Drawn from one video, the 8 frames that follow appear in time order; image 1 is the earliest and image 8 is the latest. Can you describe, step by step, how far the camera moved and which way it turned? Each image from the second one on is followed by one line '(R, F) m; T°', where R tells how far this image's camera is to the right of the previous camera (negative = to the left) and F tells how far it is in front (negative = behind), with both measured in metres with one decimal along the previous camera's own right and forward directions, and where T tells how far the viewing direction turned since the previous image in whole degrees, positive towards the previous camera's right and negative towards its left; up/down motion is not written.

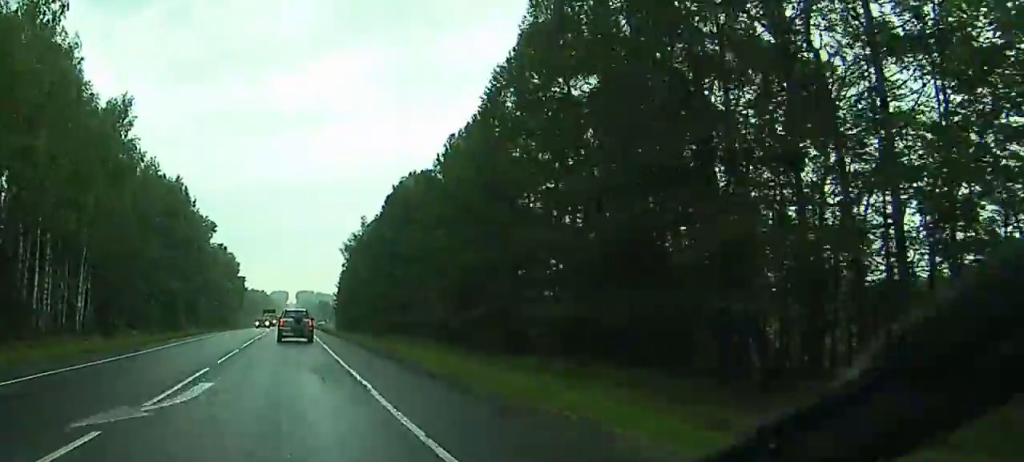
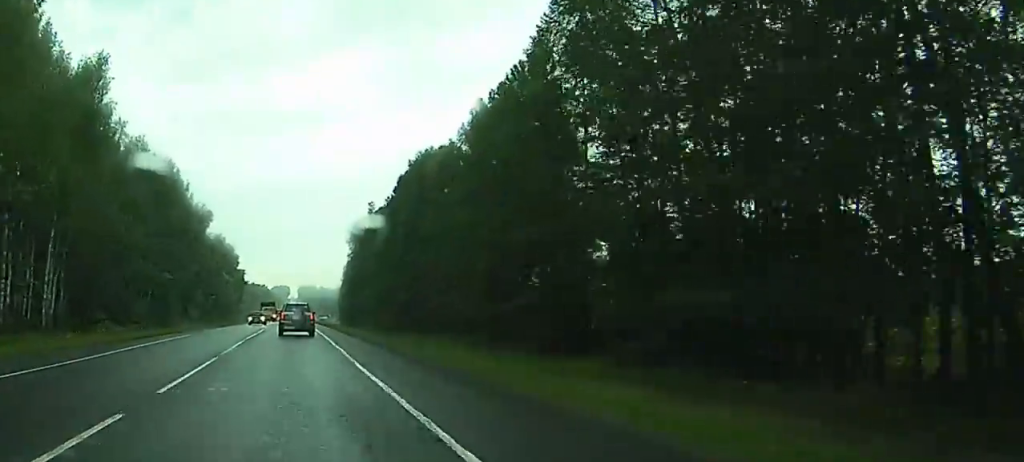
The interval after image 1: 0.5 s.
(+0.1, +11.3) m; +1°
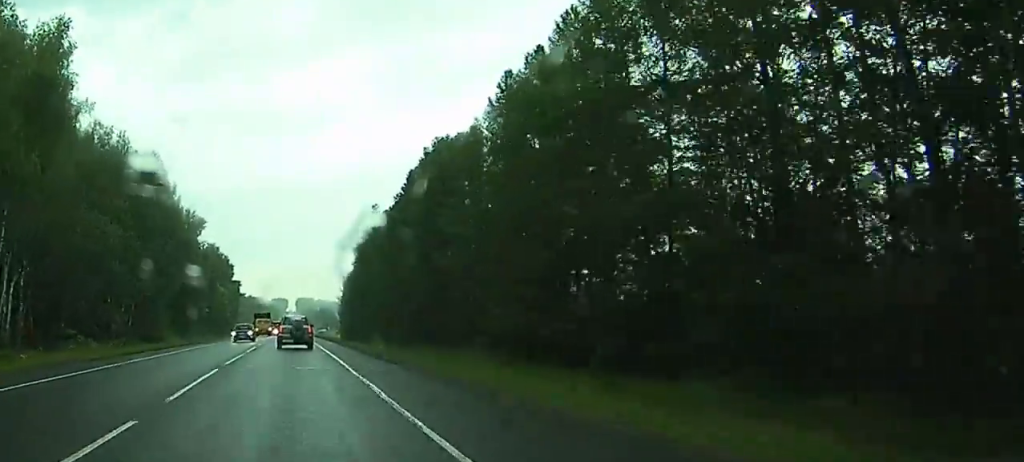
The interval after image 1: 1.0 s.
(+0.1, +11.4) m; 0°
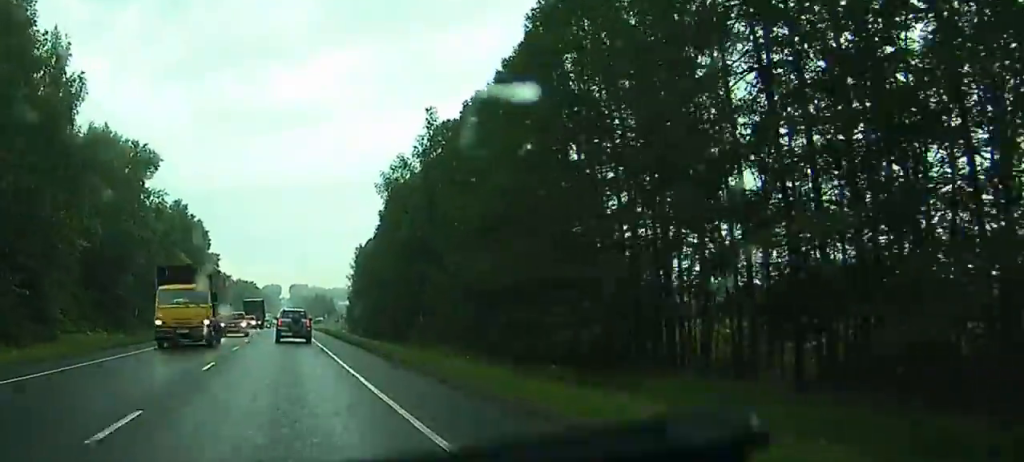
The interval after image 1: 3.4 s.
(-0.9, +55.4) m; -1°
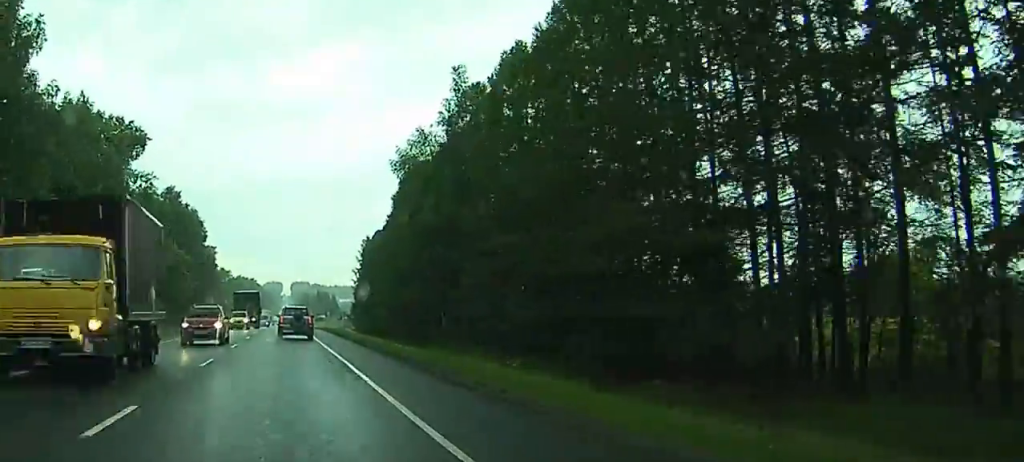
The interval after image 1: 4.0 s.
(+0.1, +12.0) m; 0°
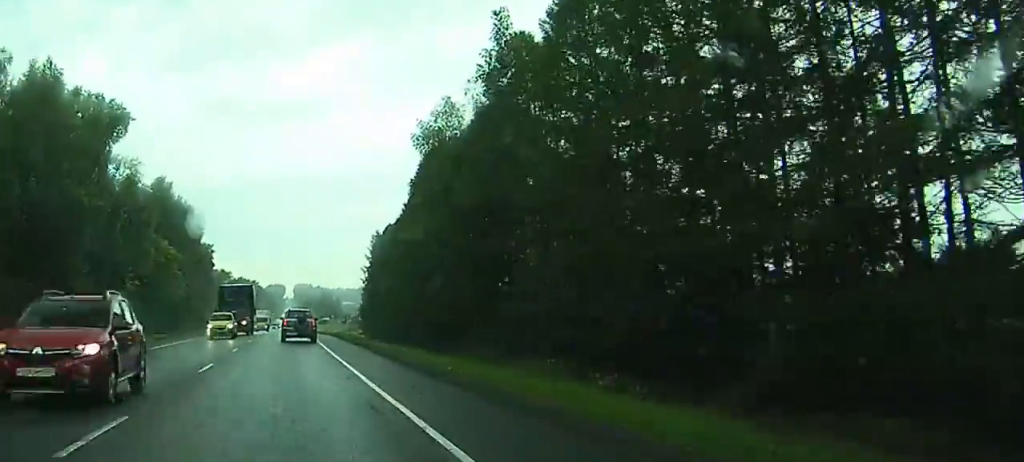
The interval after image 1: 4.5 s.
(0.0, +12.8) m; 0°
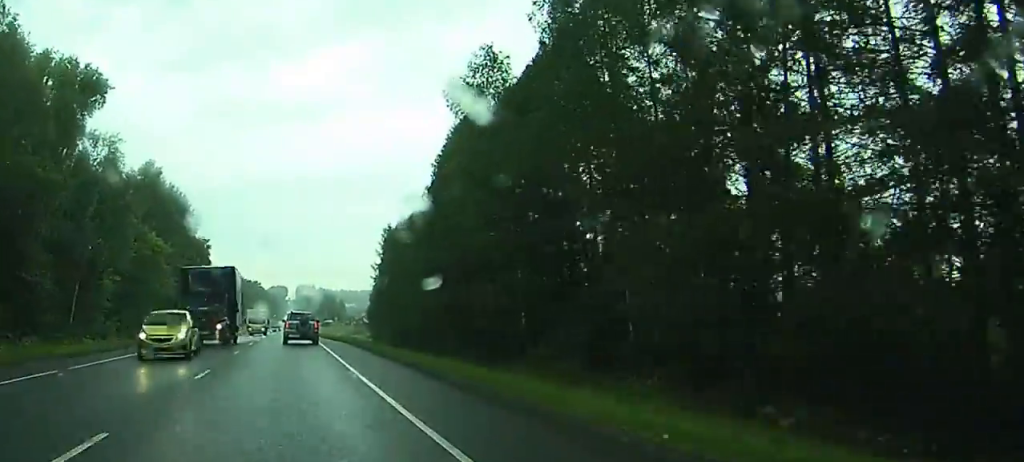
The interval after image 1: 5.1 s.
(+0.1, +13.4) m; 0°
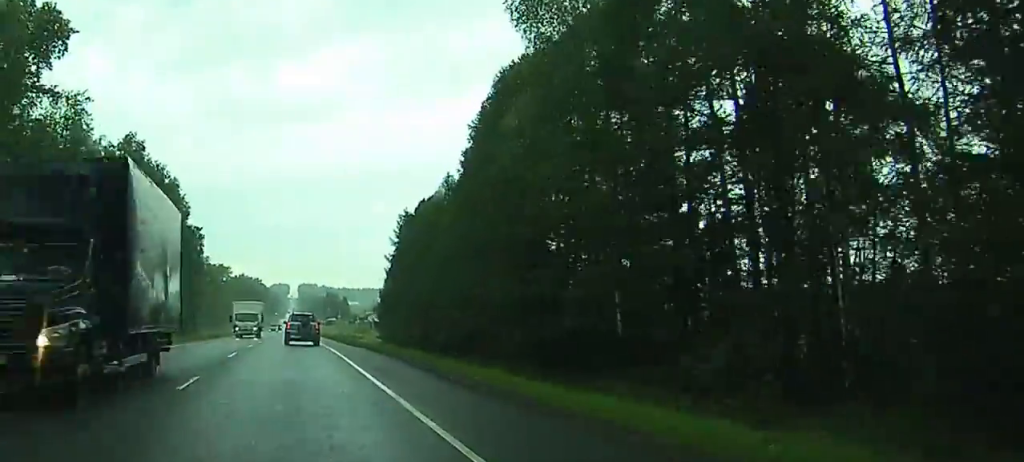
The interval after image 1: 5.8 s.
(+0.1, +15.6) m; 0°
